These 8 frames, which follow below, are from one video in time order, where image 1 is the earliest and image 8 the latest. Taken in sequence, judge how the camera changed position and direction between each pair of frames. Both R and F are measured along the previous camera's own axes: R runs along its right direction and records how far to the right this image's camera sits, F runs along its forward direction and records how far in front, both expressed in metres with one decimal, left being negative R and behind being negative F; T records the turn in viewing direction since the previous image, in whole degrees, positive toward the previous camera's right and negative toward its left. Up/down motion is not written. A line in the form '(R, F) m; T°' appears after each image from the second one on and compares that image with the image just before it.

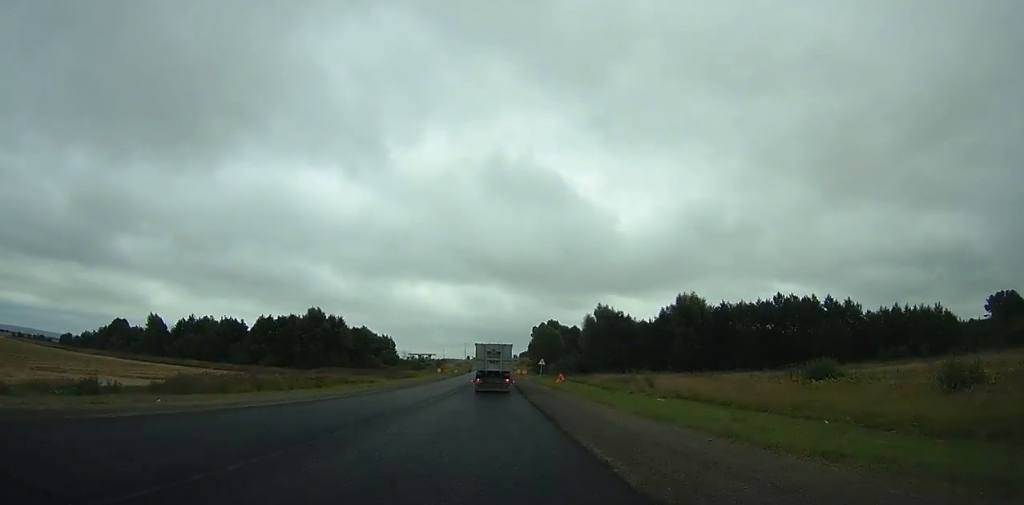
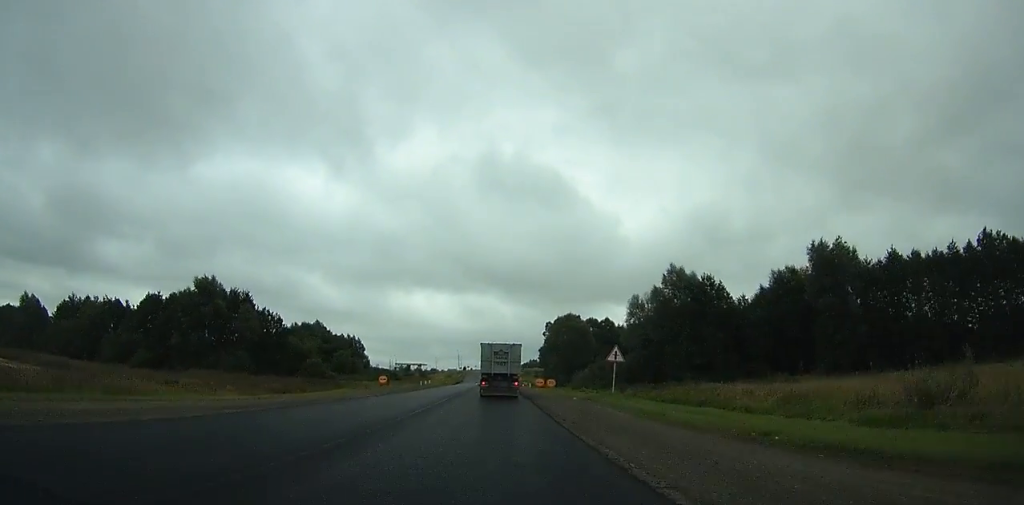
(-0.2, +57.3) m; 0°
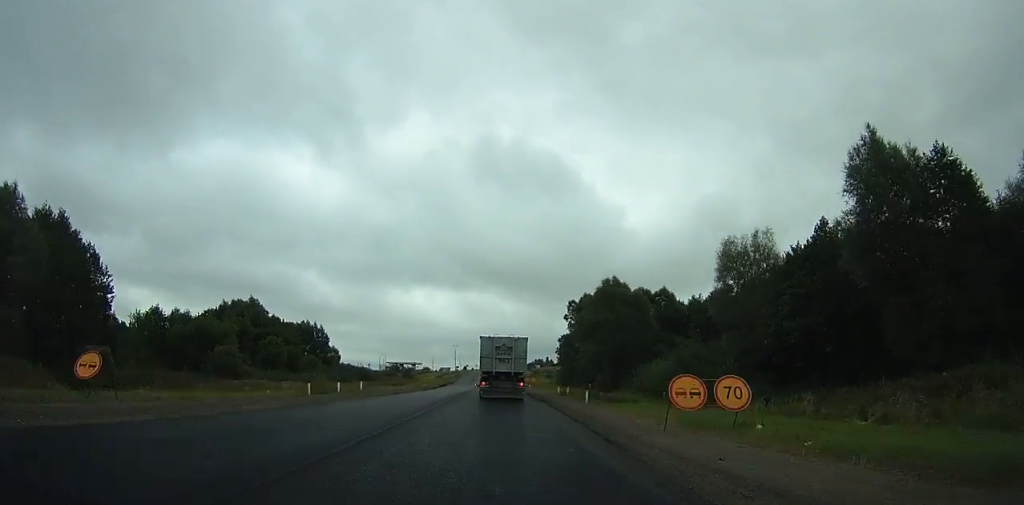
(+0.4, +42.6) m; 0°
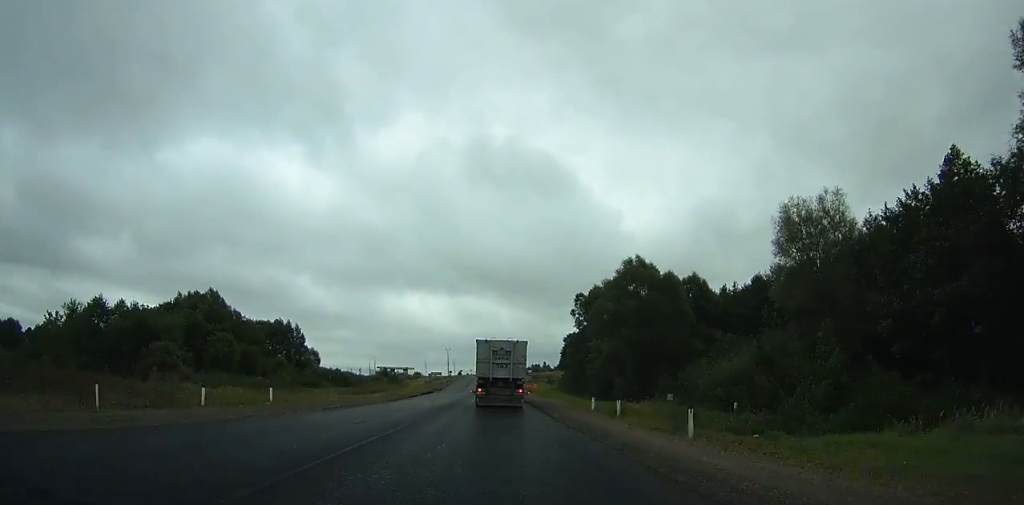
(-0.1, +14.4) m; 0°
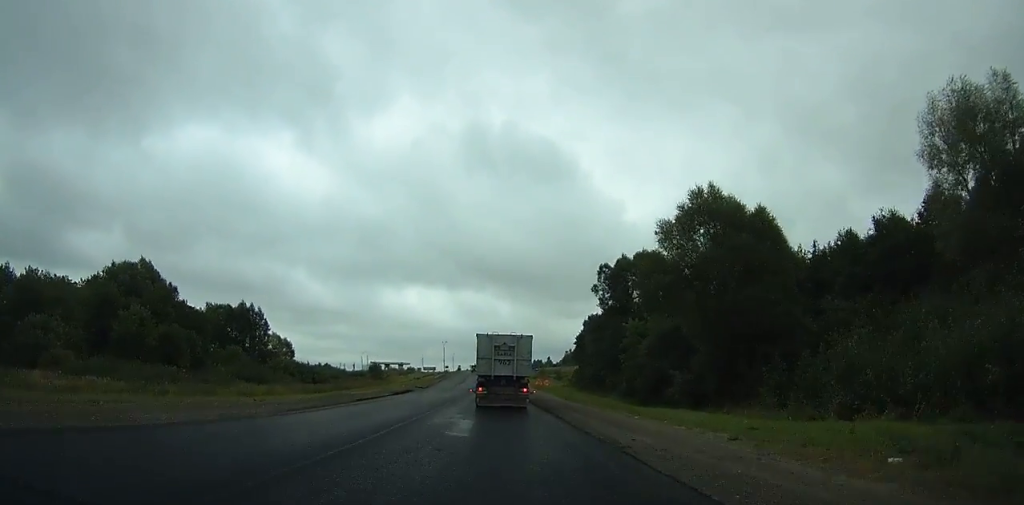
(-0.1, +22.2) m; 0°
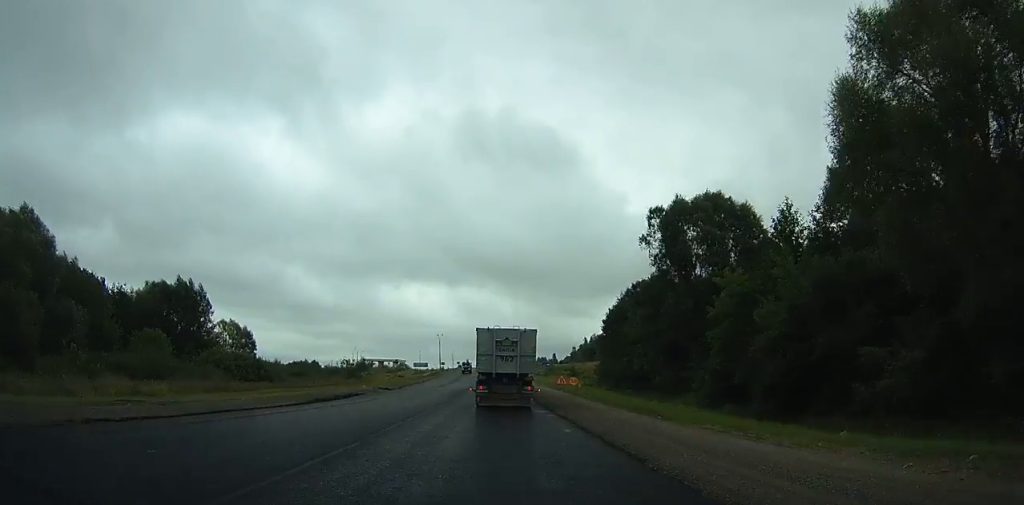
(+0.3, +25.1) m; +1°
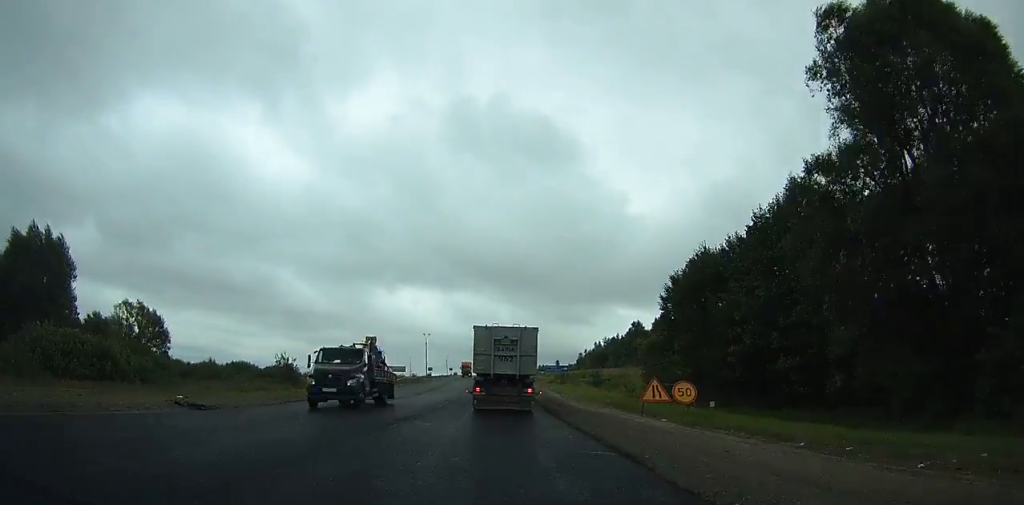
(0.0, +31.0) m; 0°
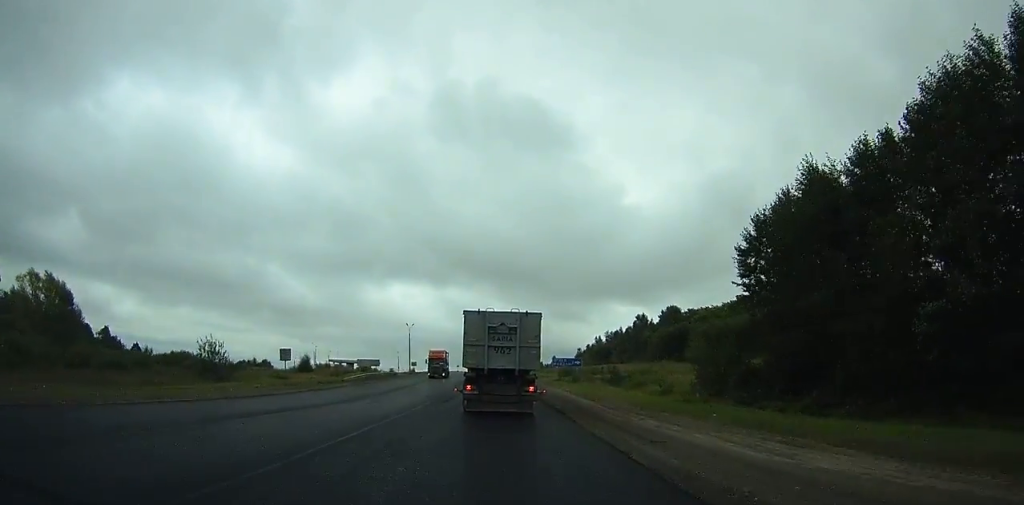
(-0.1, +17.3) m; 0°
